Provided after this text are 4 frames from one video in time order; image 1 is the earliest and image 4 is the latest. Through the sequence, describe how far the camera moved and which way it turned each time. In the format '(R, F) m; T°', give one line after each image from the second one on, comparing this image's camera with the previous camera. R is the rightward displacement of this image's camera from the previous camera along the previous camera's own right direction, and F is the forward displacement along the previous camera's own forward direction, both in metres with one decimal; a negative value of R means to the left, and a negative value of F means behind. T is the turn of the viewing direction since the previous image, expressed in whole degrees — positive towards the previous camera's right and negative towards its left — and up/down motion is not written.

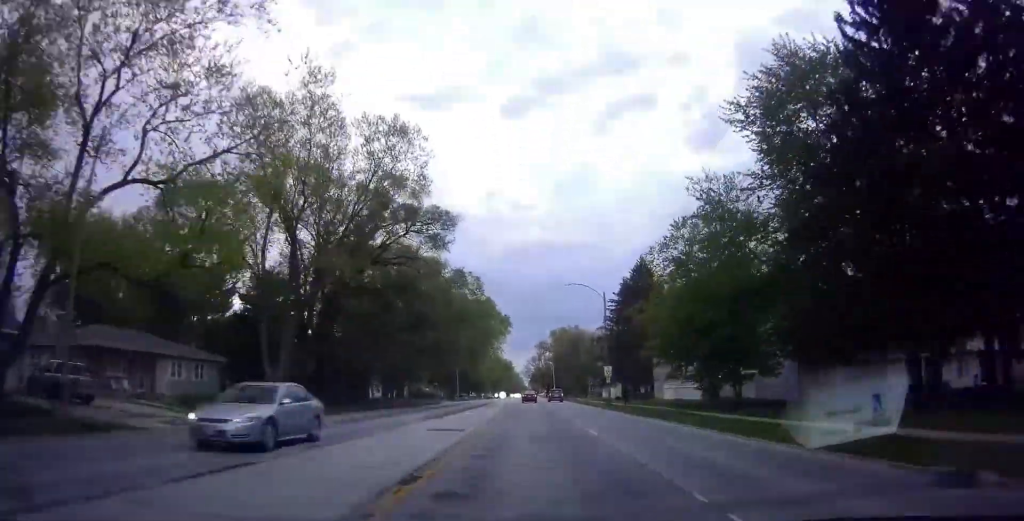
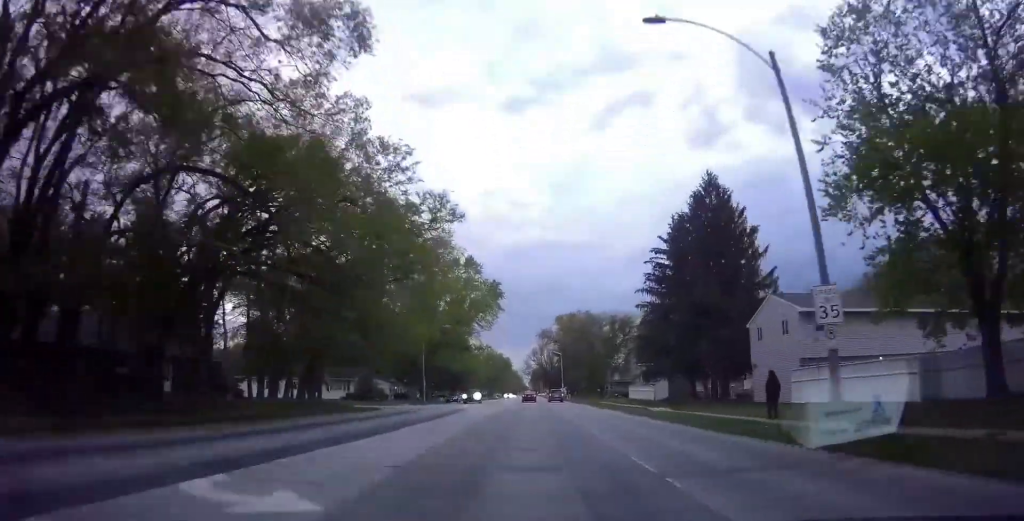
(0.0, +33.4) m; -3°
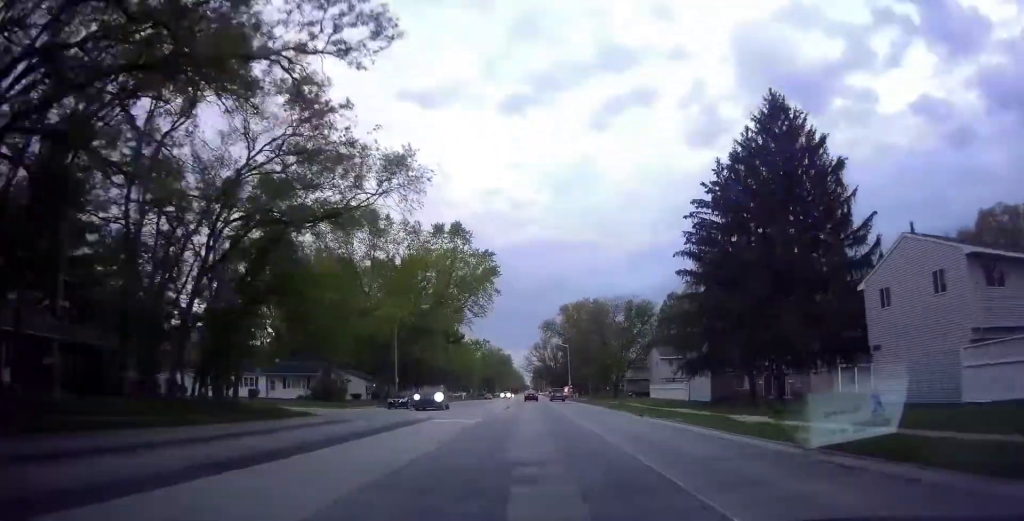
(-0.6, +15.3) m; 0°
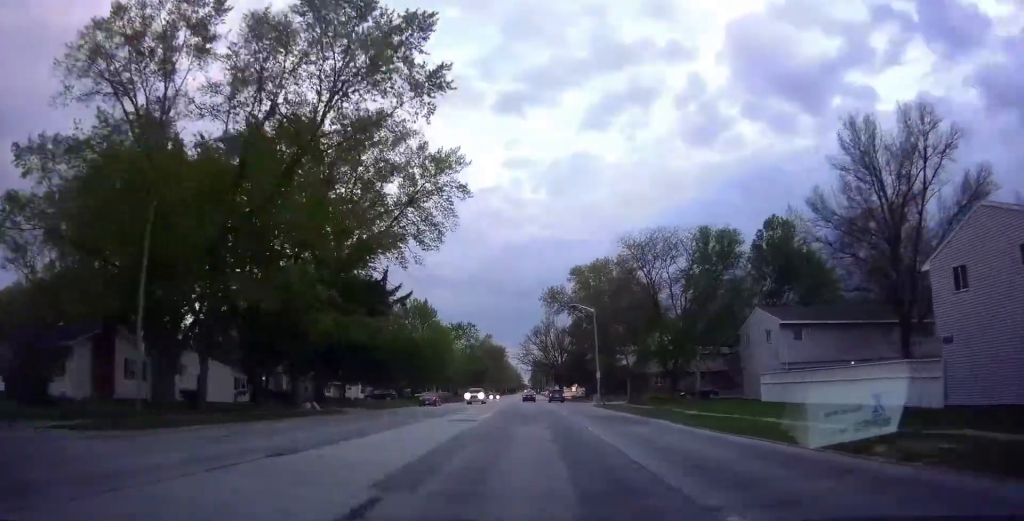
(+1.4, +38.8) m; +3°
